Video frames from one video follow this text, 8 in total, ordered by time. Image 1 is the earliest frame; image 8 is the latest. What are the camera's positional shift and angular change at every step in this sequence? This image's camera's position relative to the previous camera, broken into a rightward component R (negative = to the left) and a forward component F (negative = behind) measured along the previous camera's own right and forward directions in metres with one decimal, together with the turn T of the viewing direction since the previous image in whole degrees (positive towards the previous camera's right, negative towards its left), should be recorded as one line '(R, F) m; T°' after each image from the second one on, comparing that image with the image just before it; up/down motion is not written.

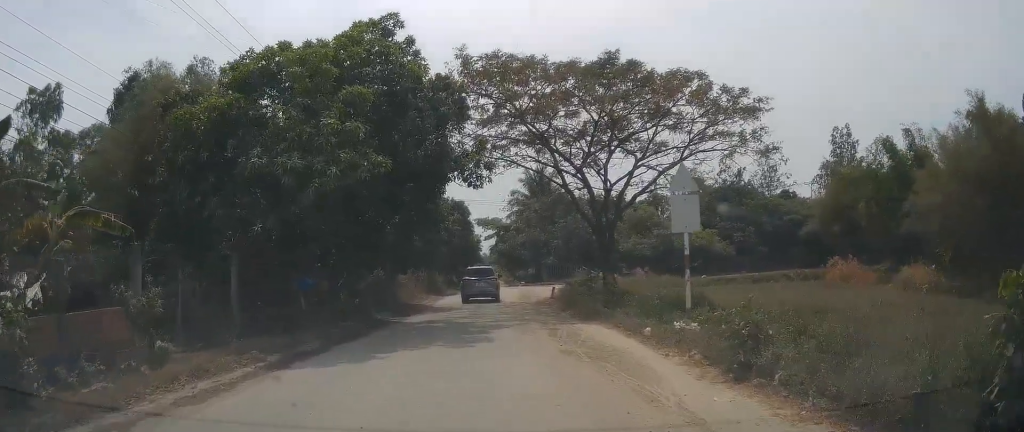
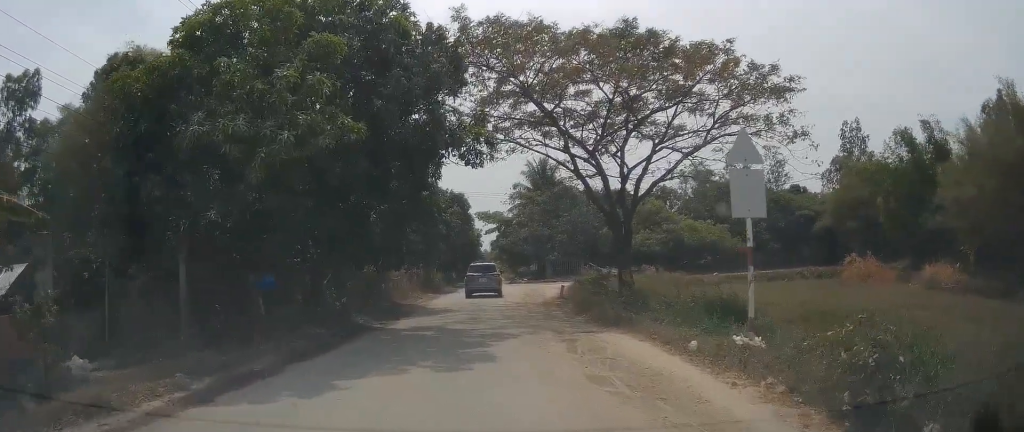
(0.0, +3.1) m; 0°
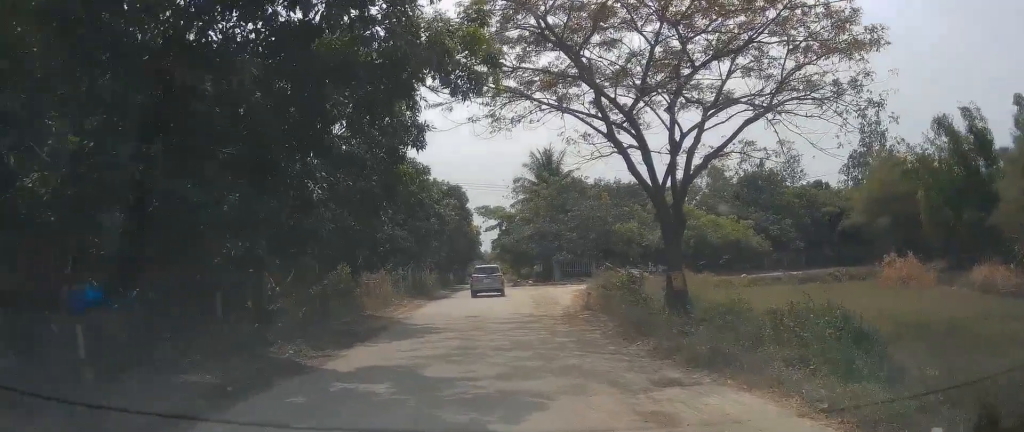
(0.0, +6.1) m; 0°
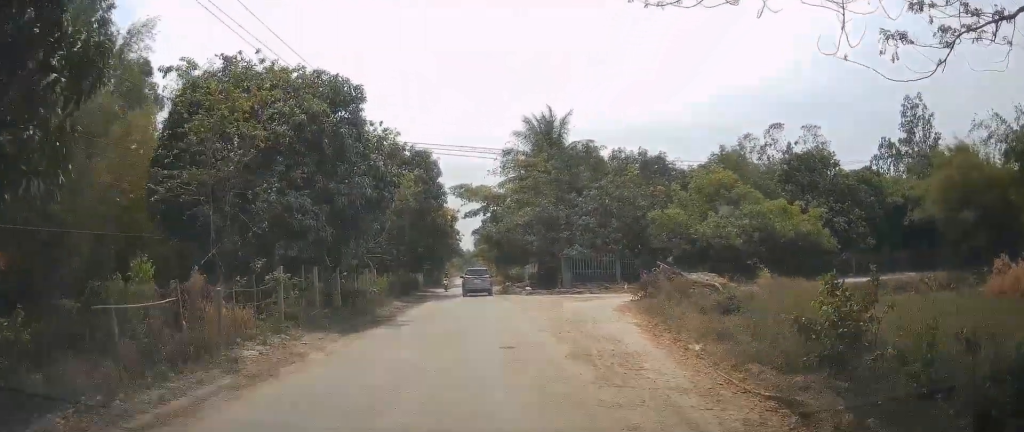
(+0.1, +15.5) m; +1°
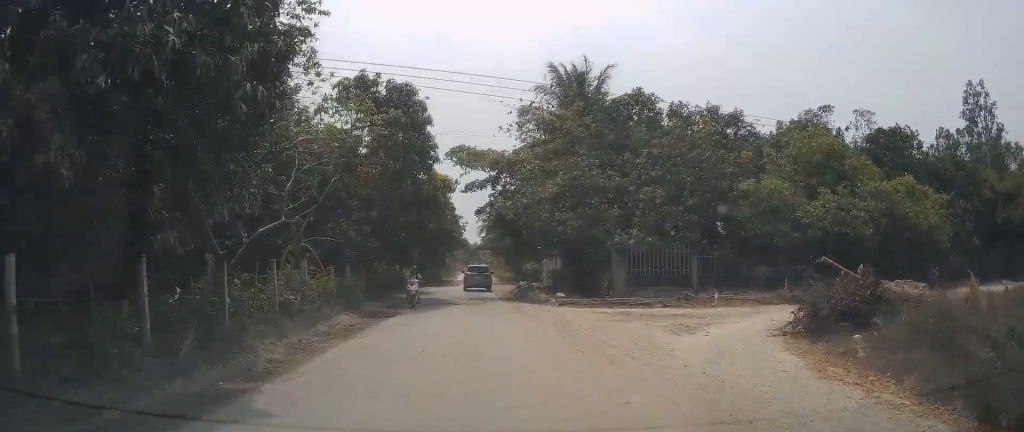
(0.0, +12.8) m; 0°
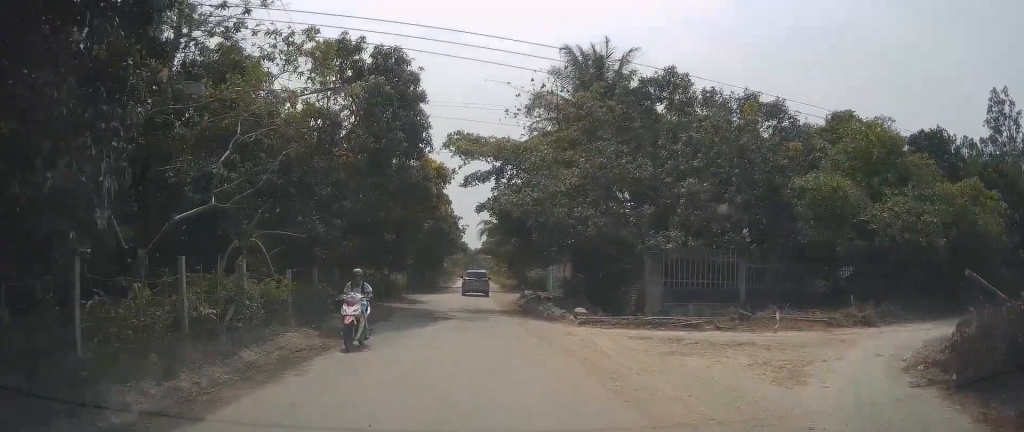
(0.0, +5.0) m; 0°
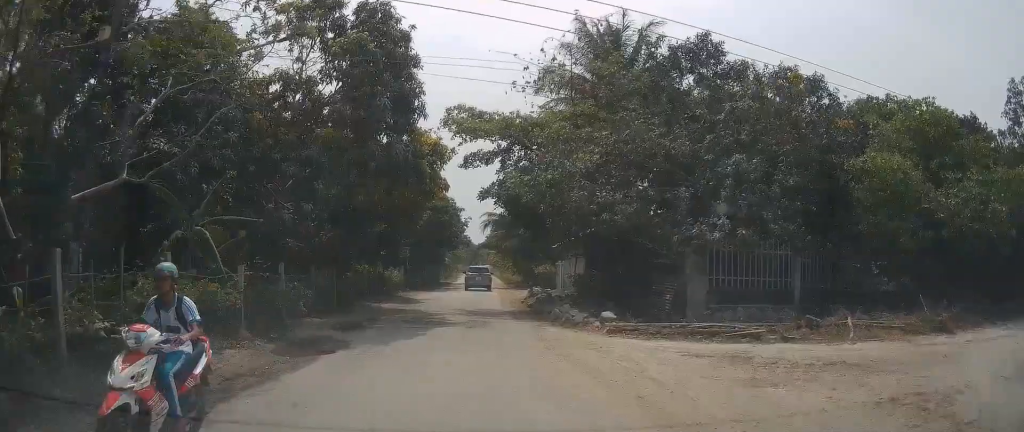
(0.0, +3.7) m; 0°
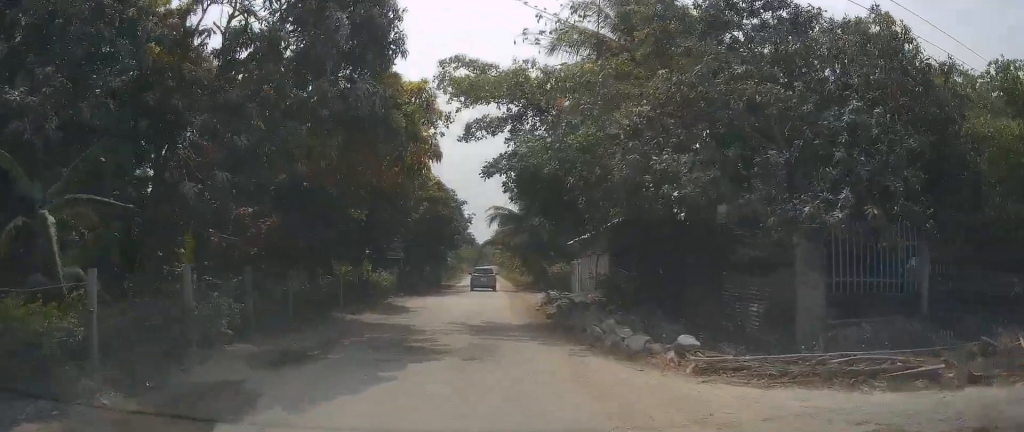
(0.0, +5.4) m; 0°
